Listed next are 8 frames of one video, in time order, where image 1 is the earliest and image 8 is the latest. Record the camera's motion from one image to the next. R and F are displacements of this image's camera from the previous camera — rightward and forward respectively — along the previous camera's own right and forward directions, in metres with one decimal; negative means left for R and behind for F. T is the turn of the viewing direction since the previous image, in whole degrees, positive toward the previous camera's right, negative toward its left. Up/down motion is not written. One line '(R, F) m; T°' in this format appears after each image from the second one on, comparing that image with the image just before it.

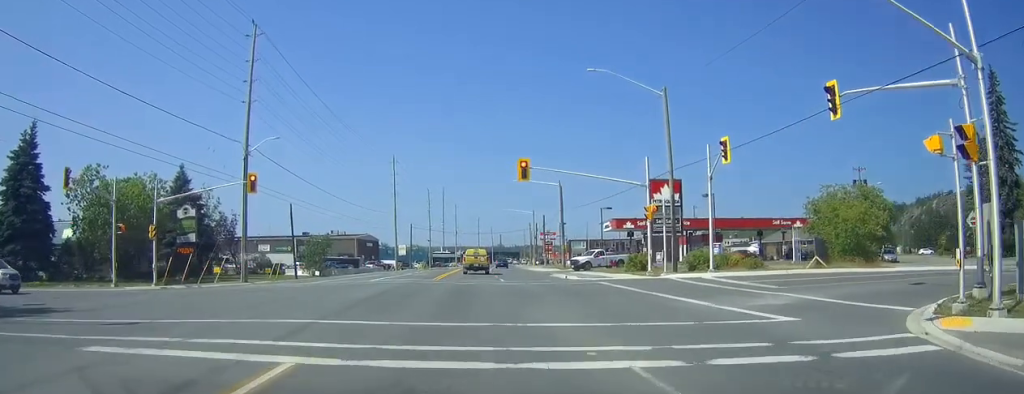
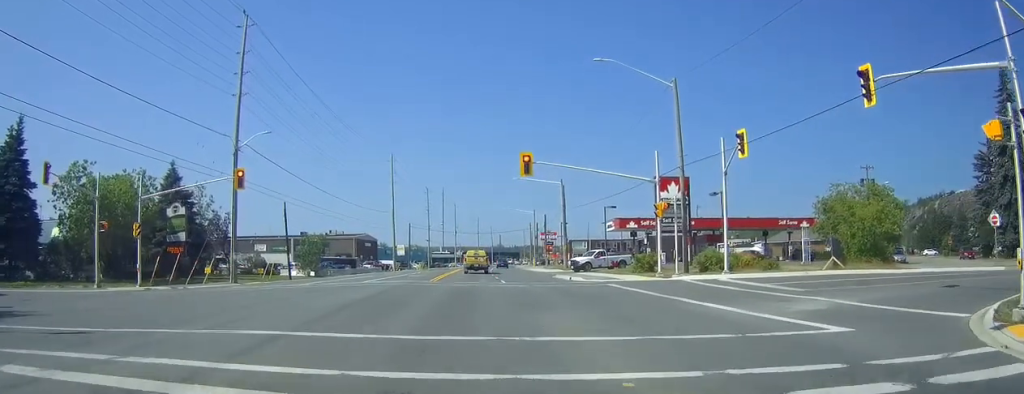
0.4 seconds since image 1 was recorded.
(+0.1, +3.1) m; 0°
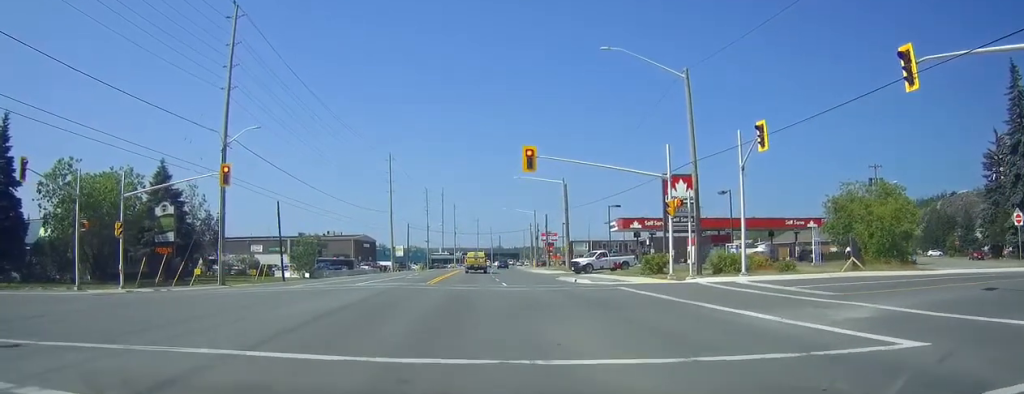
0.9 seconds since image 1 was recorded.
(-0.1, +2.8) m; -1°
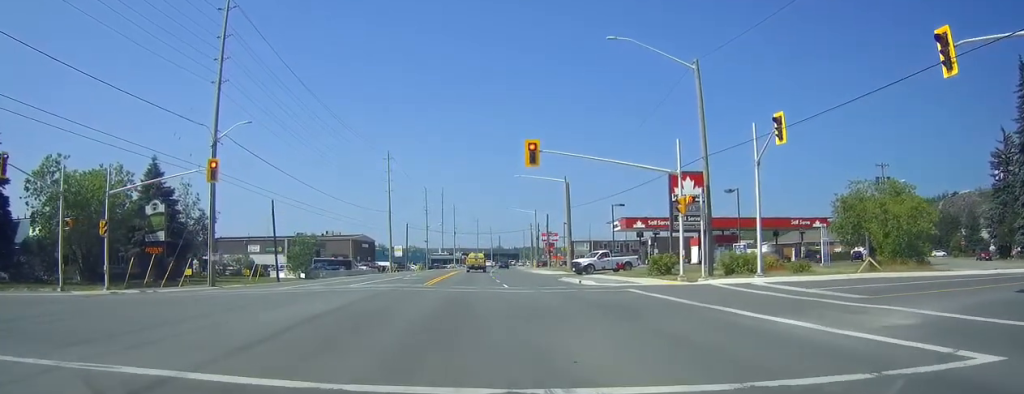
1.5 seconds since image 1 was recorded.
(-0.1, +2.9) m; -1°
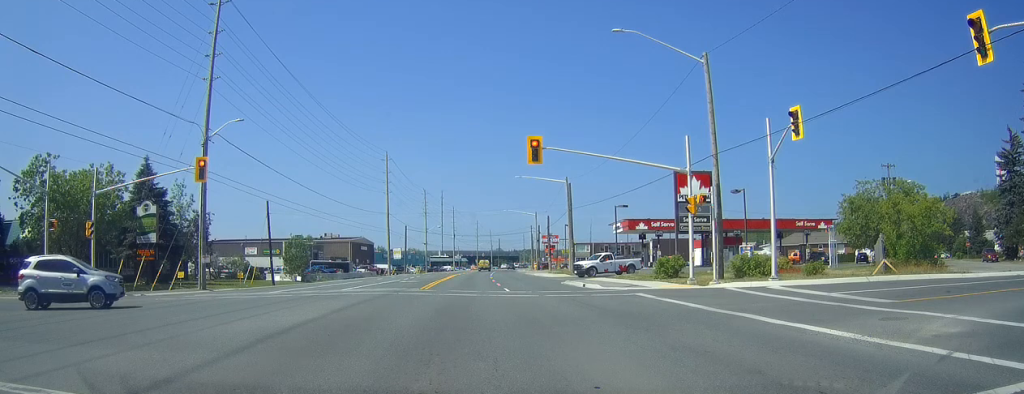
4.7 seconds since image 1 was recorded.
(-0.1, +5.0) m; -2°
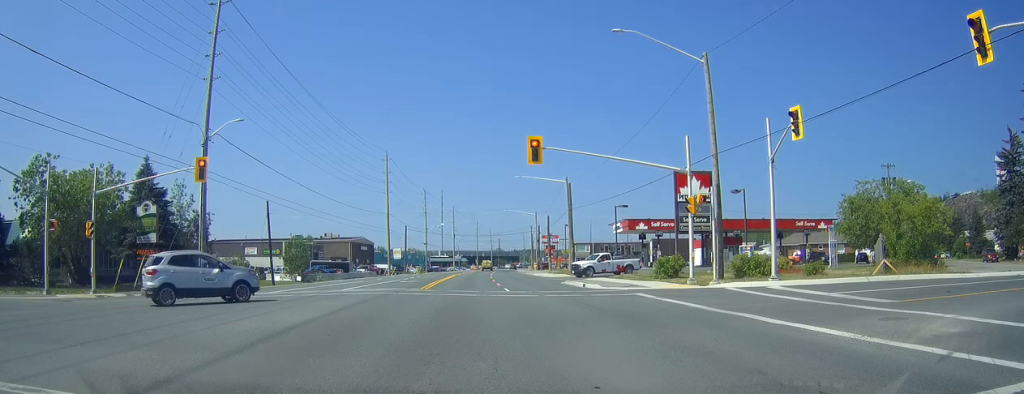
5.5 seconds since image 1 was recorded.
(0.0, +0.4) m; 0°
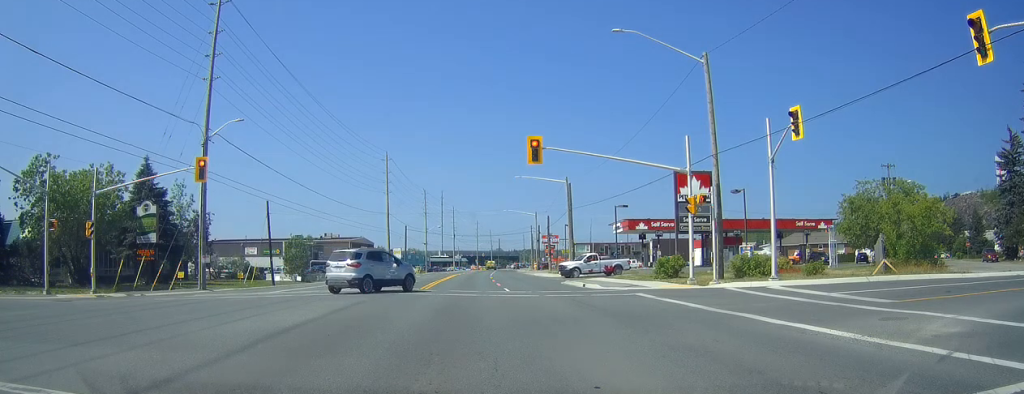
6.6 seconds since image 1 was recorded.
(0.0, +0.1) m; 0°
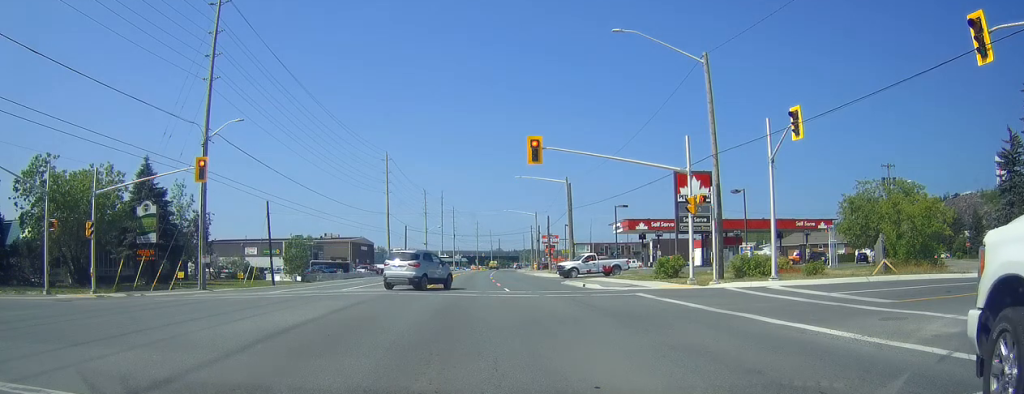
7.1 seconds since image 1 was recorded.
(0.0, 0.0) m; 0°
